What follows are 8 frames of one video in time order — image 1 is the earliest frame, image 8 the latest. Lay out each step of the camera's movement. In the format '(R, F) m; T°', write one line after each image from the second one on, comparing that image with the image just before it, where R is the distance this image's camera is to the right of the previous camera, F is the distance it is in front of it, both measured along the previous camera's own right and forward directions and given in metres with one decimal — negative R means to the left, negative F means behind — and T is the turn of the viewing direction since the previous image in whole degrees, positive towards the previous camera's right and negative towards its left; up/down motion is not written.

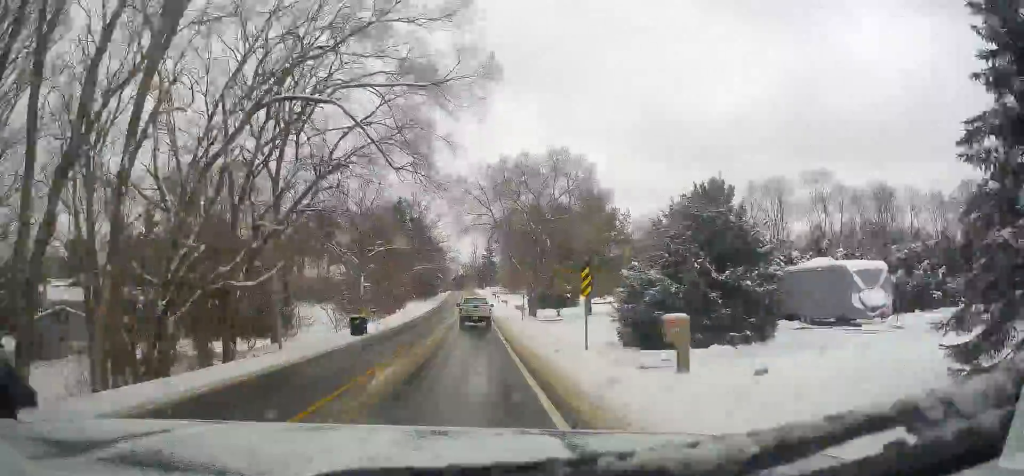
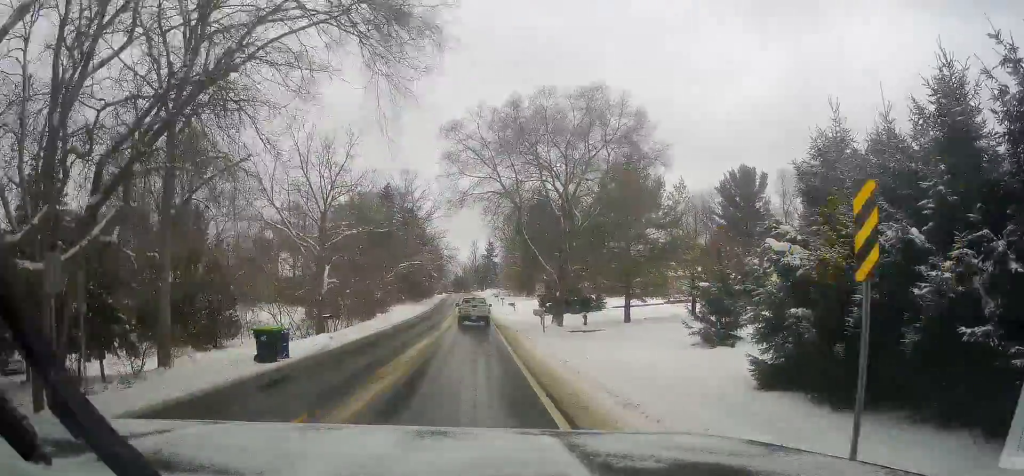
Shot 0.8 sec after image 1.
(-0.9, +14.2) m; +1°
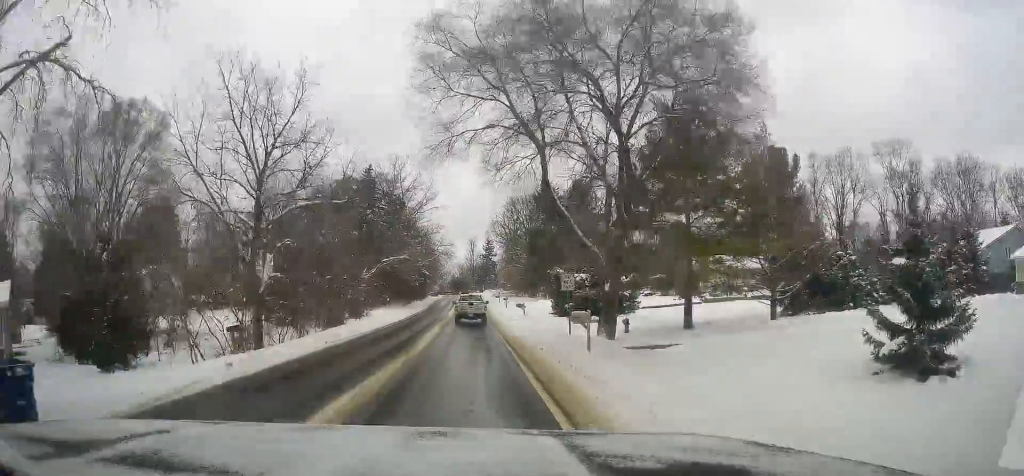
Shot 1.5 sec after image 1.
(+0.7, +12.4) m; 0°
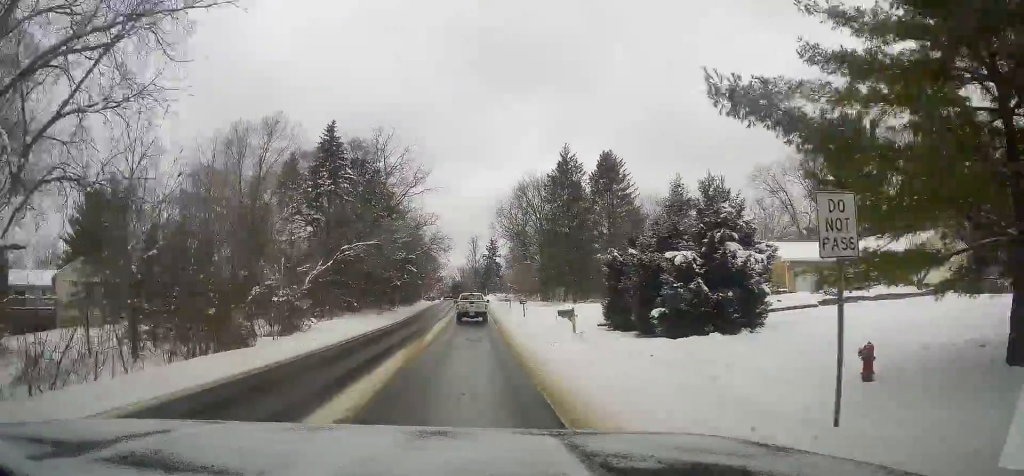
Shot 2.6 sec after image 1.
(-0.4, +20.1) m; -2°
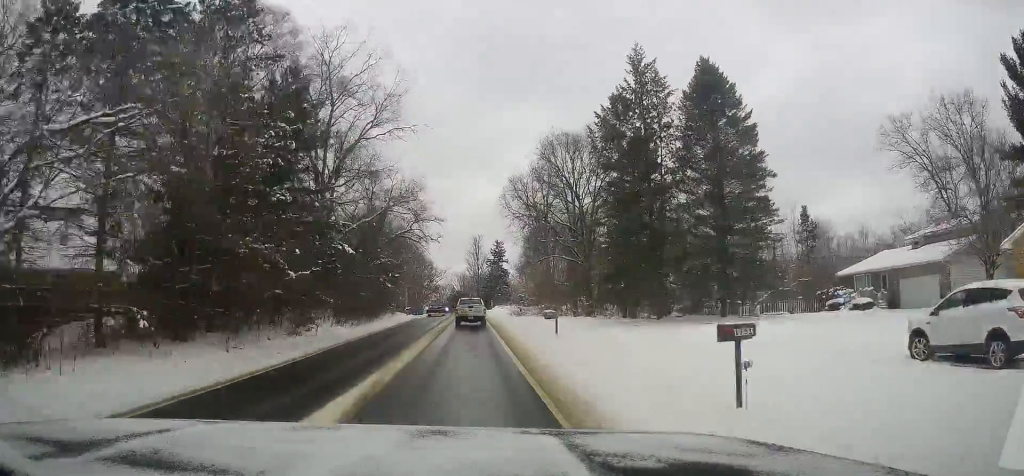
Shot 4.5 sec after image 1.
(+0.3, +33.8) m; +1°
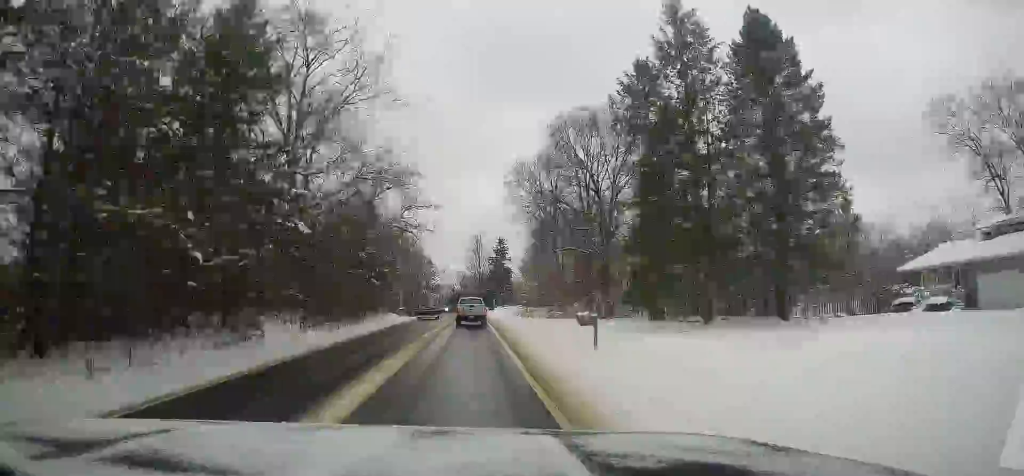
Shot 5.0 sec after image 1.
(0.0, +8.5) m; 0°
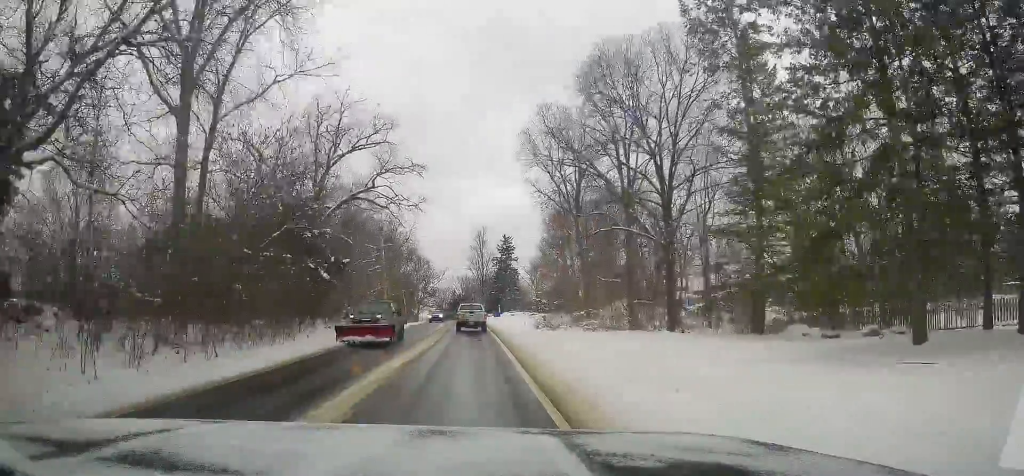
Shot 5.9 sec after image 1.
(0.0, +17.1) m; 0°
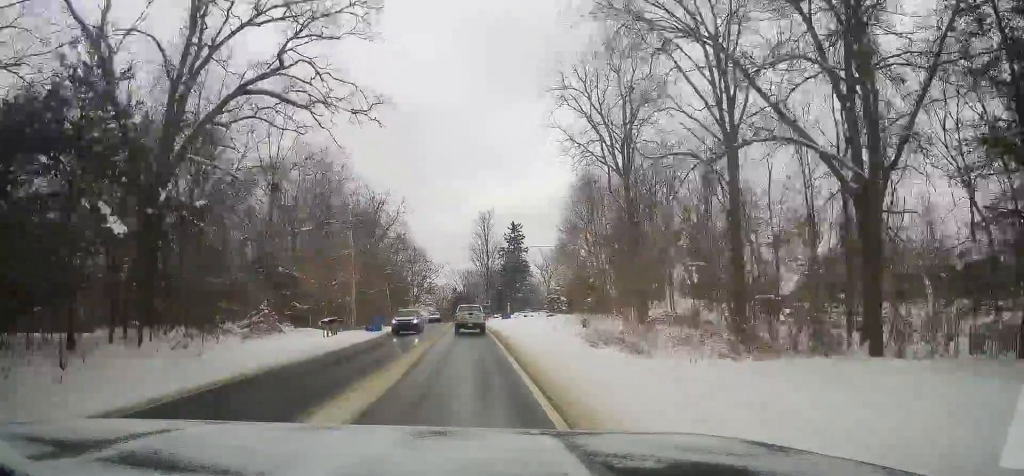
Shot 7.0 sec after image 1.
(0.0, +20.3) m; -2°
